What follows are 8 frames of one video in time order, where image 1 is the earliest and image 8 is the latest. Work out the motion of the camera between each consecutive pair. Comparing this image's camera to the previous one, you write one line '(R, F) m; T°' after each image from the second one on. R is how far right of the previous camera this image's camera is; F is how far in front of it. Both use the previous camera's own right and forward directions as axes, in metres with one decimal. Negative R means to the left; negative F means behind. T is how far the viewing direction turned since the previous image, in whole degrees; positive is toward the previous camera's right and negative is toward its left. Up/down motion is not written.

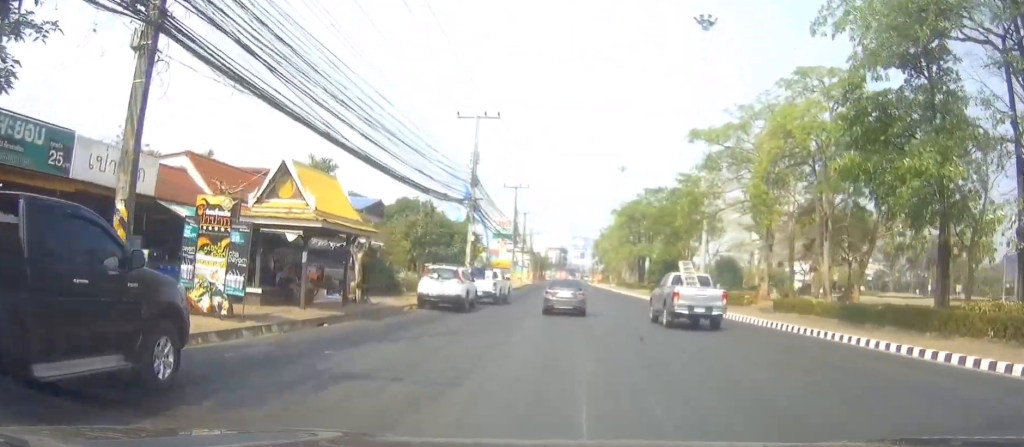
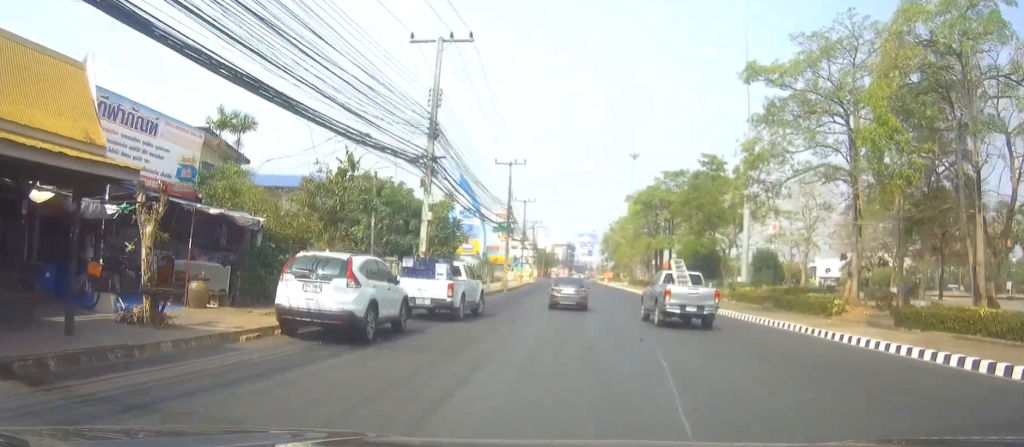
(0.0, +13.7) m; 0°
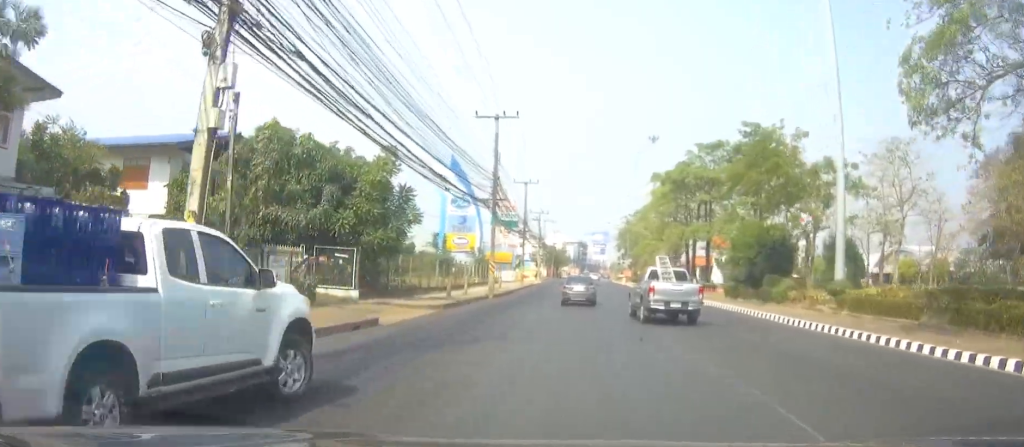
(0.0, +17.1) m; -1°
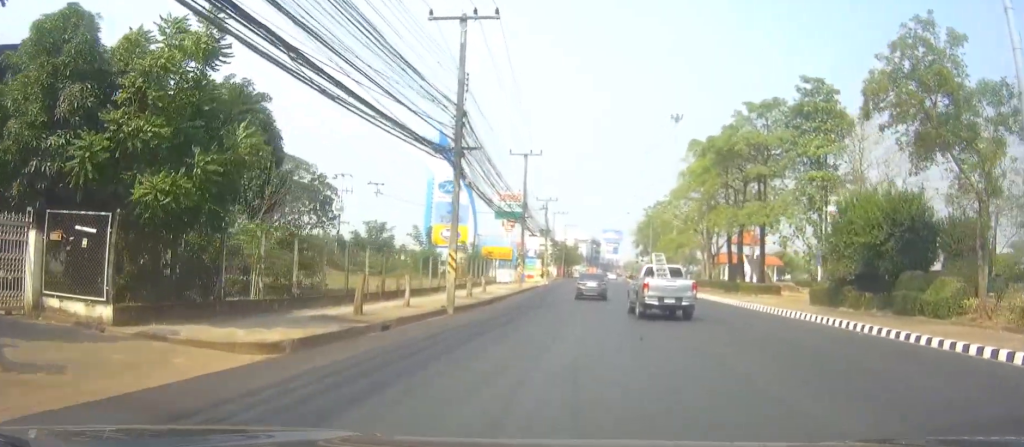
(-0.1, +16.1) m; -1°
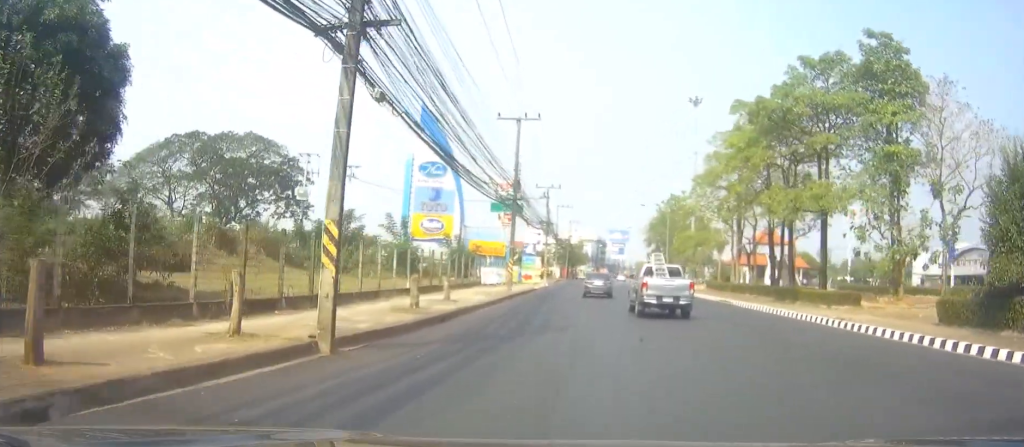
(0.0, +12.0) m; 0°
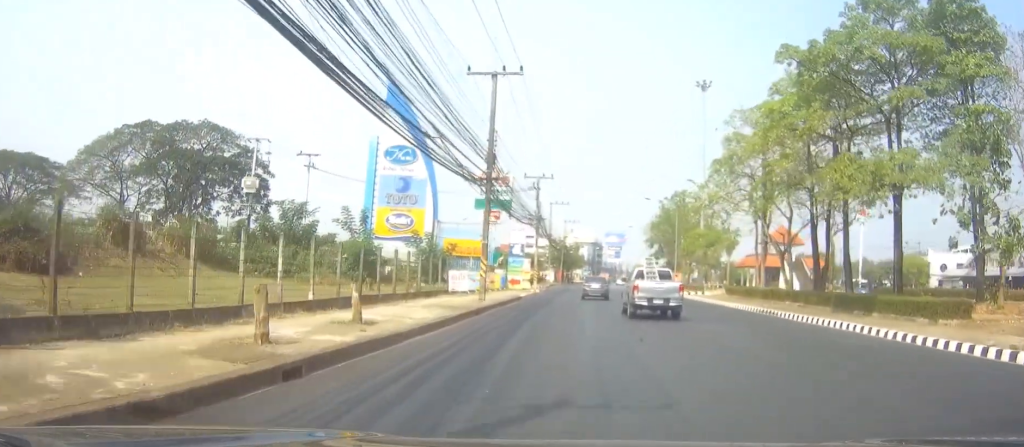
(+0.1, +10.7) m; 0°
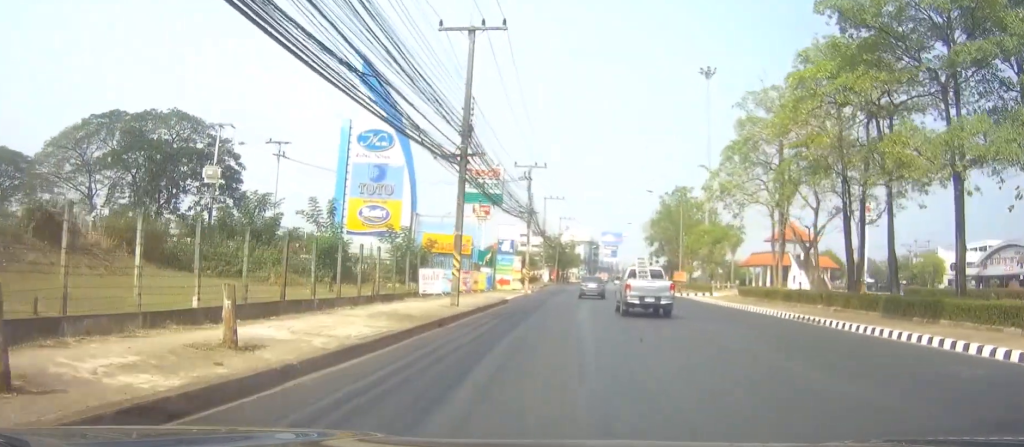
(-0.1, +5.8) m; 0°
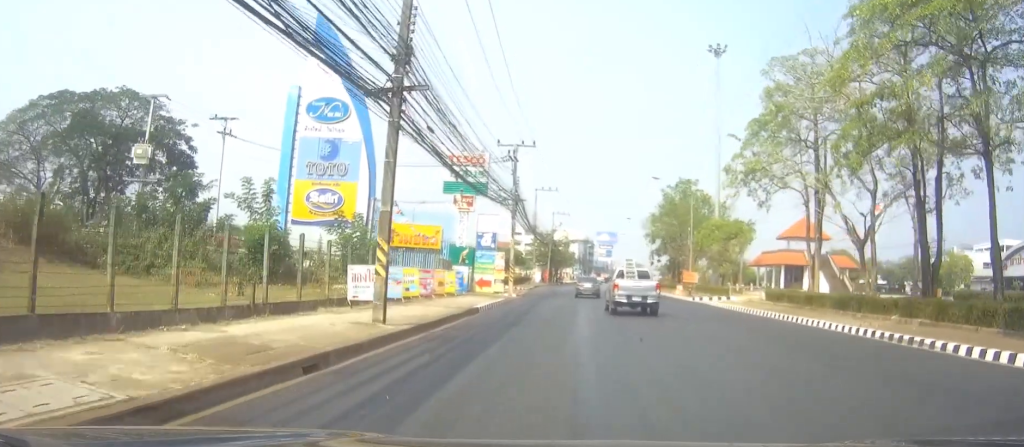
(+0.1, +8.8) m; +1°
